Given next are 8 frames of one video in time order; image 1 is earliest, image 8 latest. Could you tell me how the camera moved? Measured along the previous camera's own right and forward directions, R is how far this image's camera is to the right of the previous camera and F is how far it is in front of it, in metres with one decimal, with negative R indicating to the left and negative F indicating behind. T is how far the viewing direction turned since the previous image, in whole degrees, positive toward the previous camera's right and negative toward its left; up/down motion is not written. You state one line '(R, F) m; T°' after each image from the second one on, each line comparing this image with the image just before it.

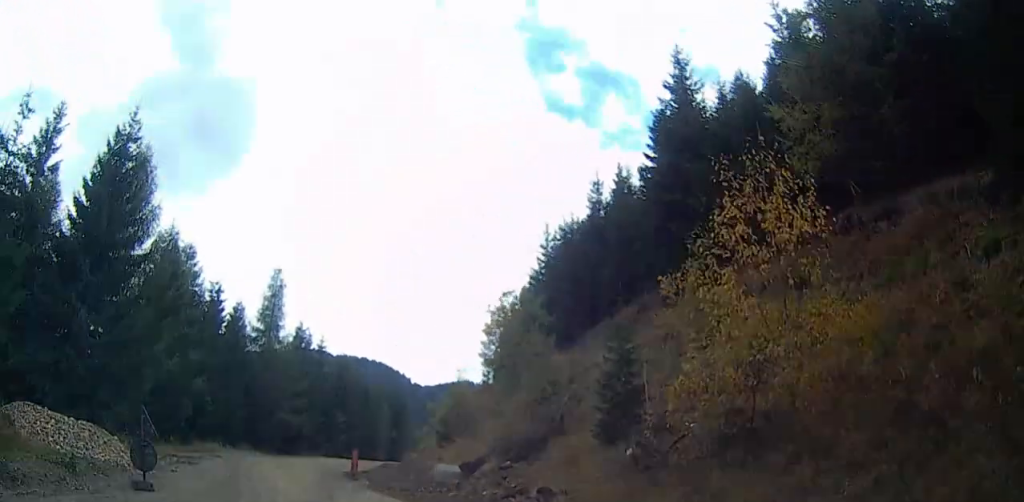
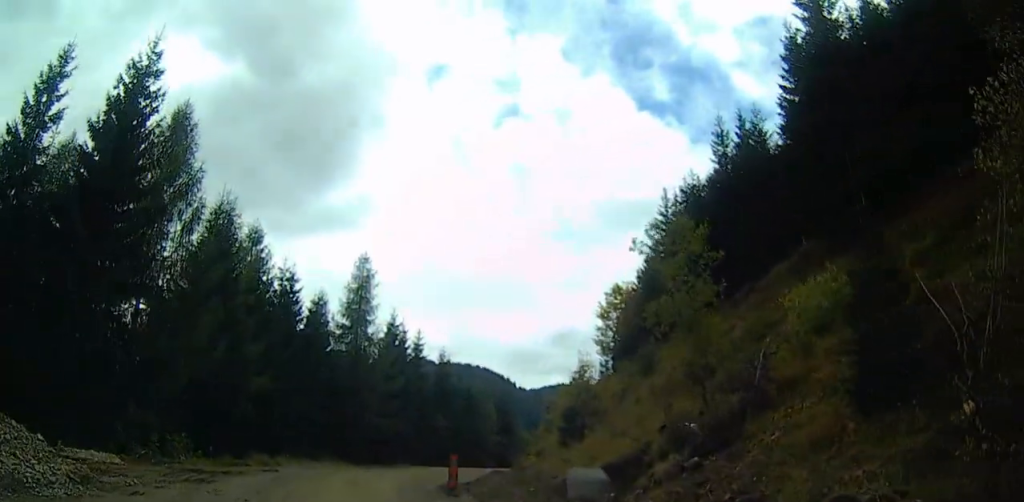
(-0.1, +7.3) m; -6°
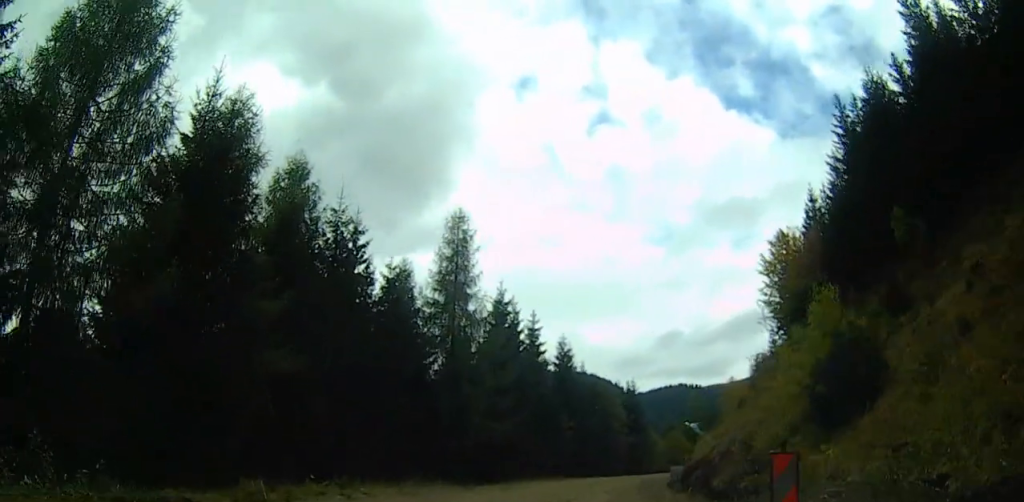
(-3.1, +15.2) m; -15°
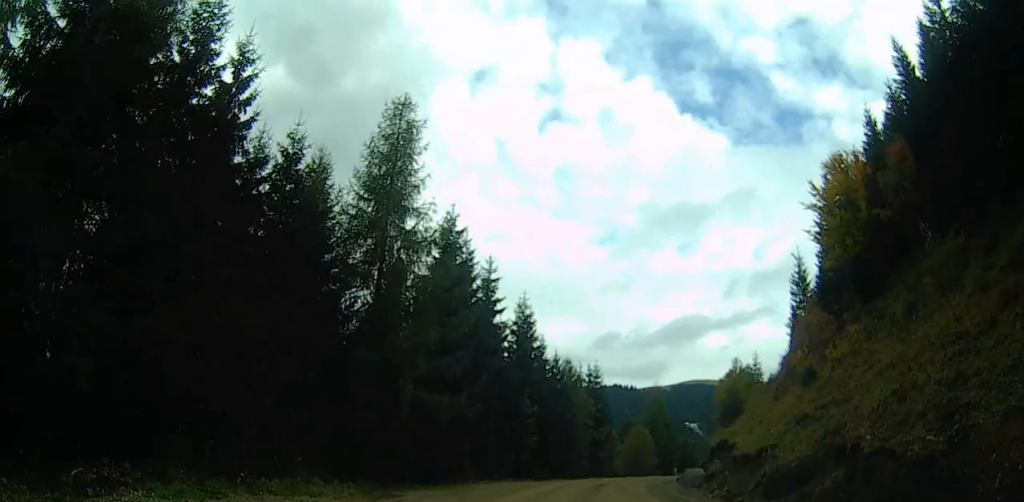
(+0.6, +17.7) m; +1°
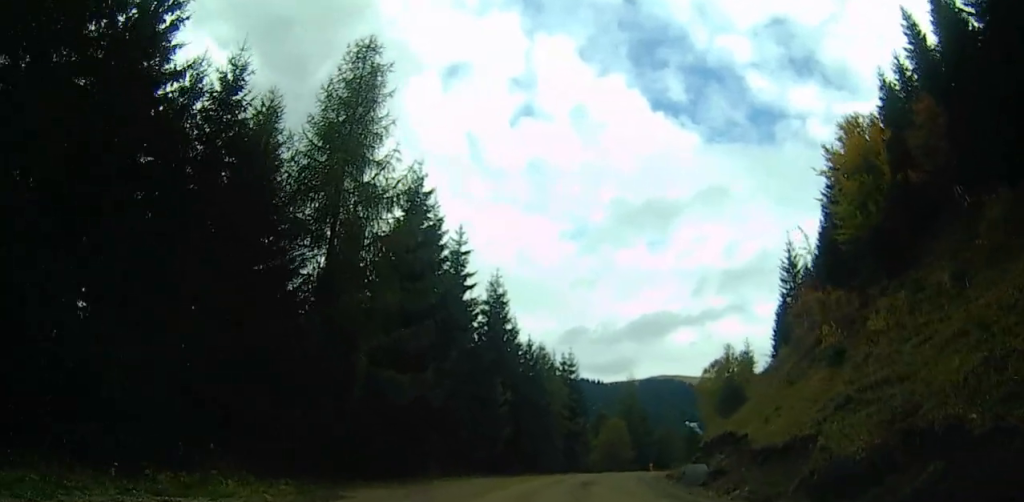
(0.0, +5.6) m; +1°
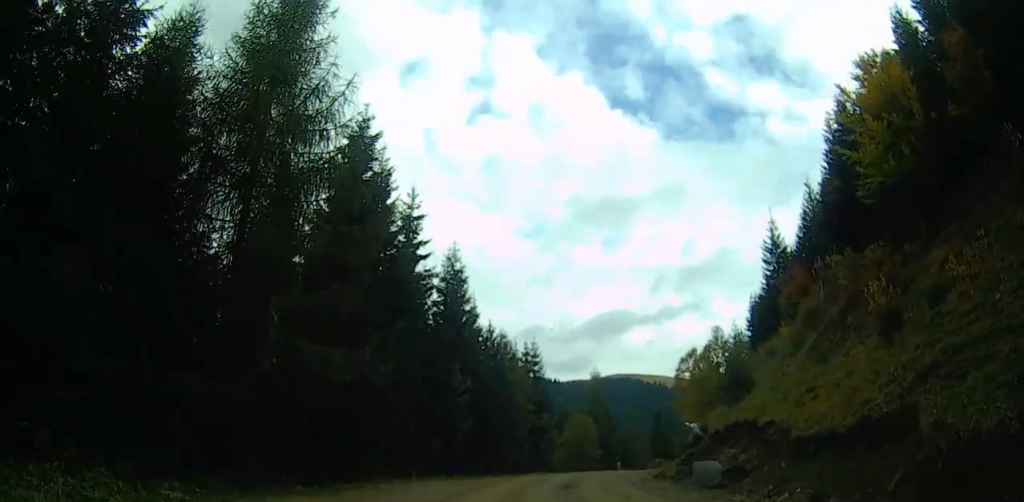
(0.0, +6.0) m; +3°
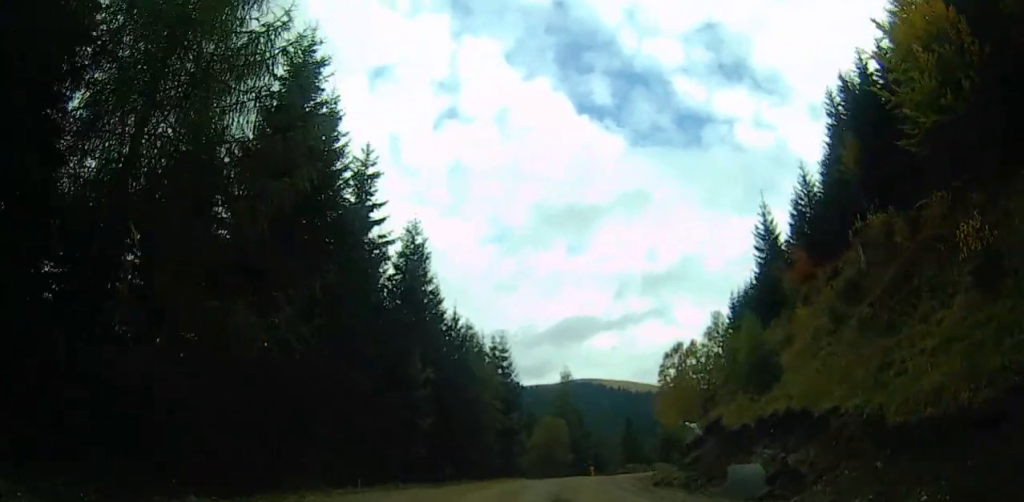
(+0.3, +6.0) m; +3°
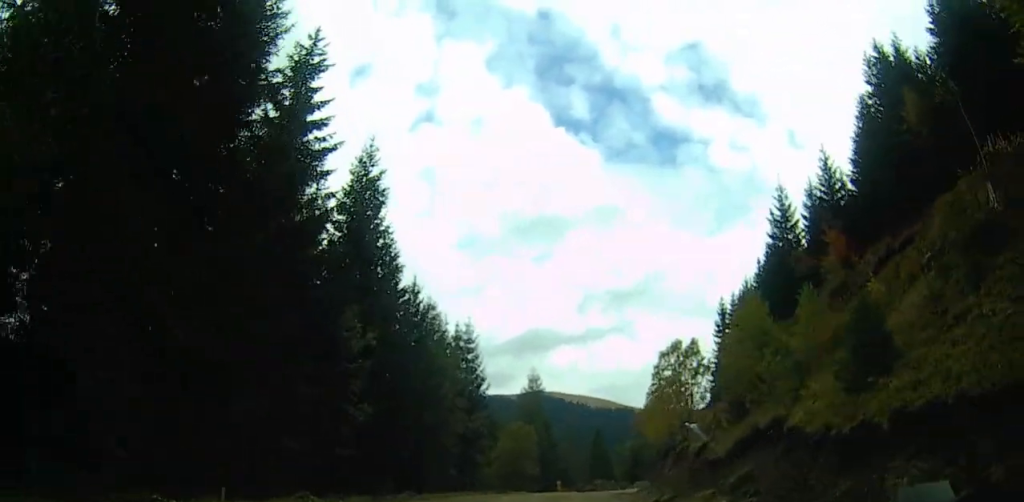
(+0.4, +9.3) m; +3°
